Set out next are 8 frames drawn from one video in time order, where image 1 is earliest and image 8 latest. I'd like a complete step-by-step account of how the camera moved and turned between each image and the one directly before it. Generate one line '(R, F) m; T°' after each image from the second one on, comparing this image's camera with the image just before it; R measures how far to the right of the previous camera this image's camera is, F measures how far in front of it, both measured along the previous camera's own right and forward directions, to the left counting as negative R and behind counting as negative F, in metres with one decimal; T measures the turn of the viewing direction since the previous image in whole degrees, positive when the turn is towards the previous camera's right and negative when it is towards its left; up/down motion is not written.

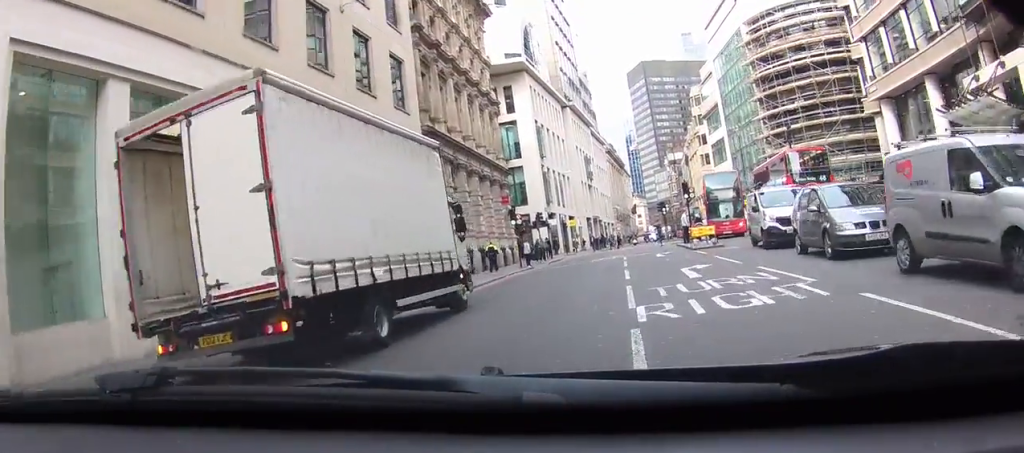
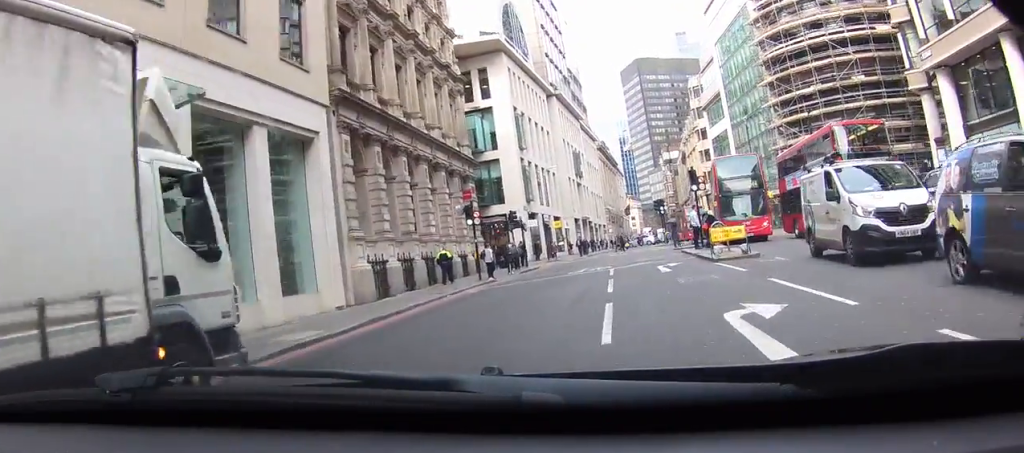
(-0.4, +8.3) m; -3°
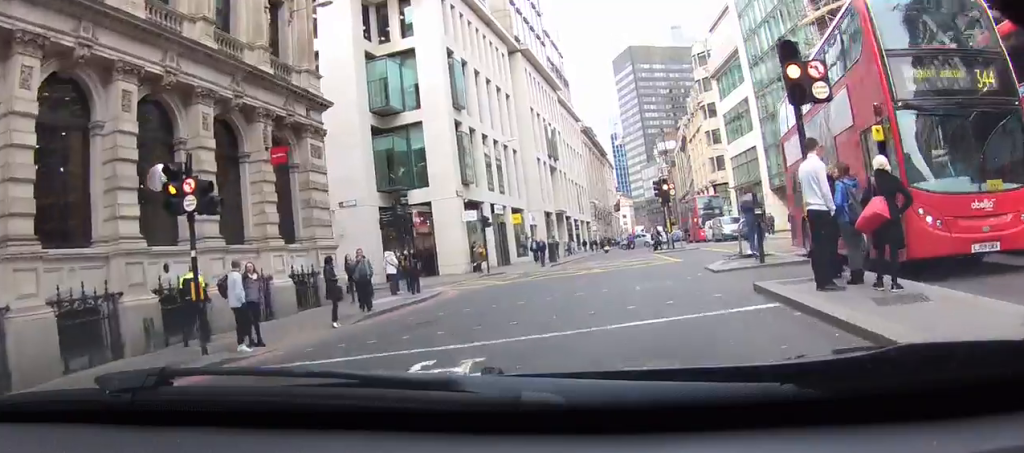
(0.0, +22.6) m; 0°
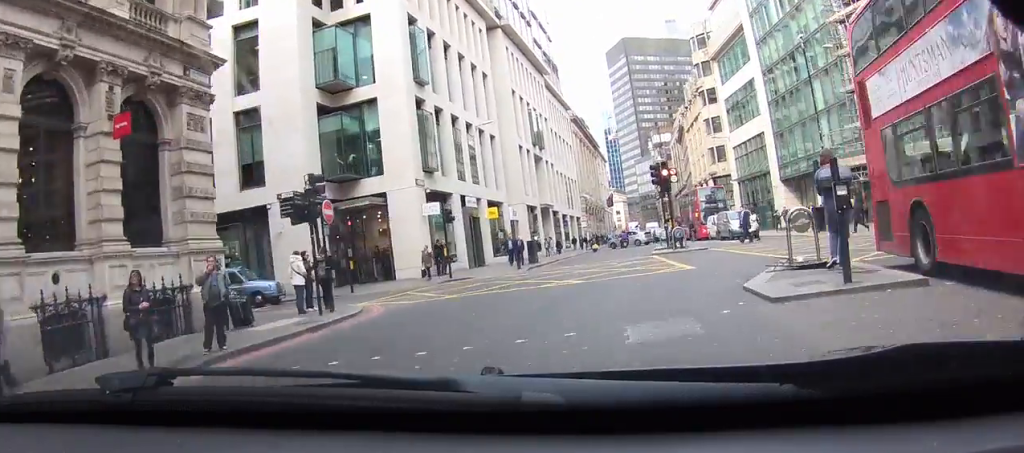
(0.0, +8.0) m; 0°
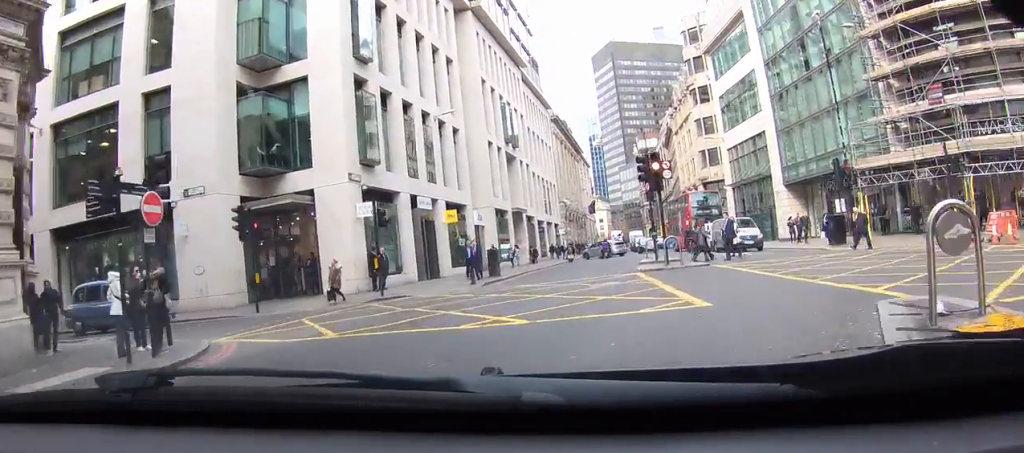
(0.0, +8.3) m; 0°
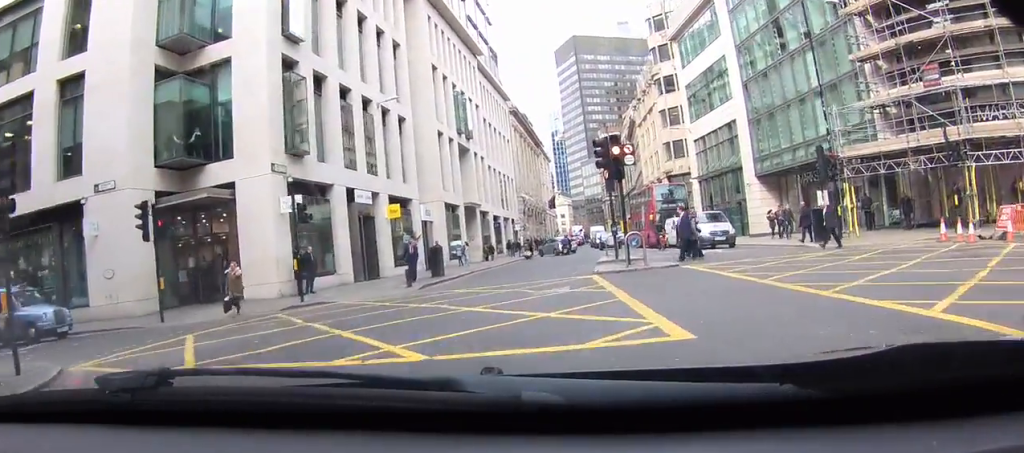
(0.0, +4.8) m; 0°
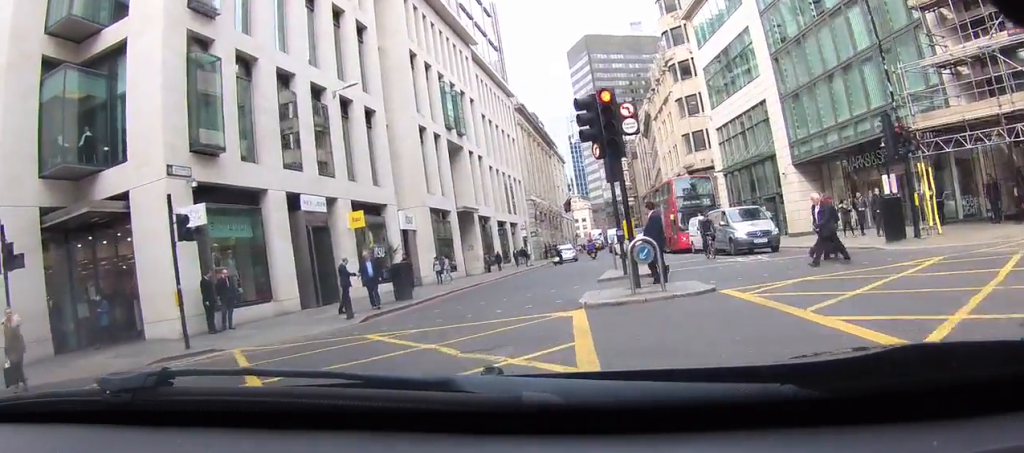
(-0.1, +15.1) m; 0°
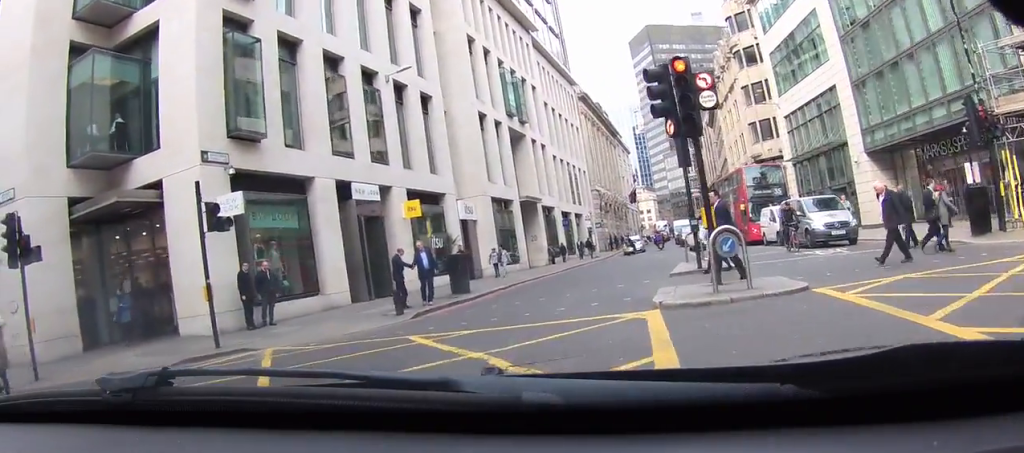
(-0.1, +3.8) m; 0°
